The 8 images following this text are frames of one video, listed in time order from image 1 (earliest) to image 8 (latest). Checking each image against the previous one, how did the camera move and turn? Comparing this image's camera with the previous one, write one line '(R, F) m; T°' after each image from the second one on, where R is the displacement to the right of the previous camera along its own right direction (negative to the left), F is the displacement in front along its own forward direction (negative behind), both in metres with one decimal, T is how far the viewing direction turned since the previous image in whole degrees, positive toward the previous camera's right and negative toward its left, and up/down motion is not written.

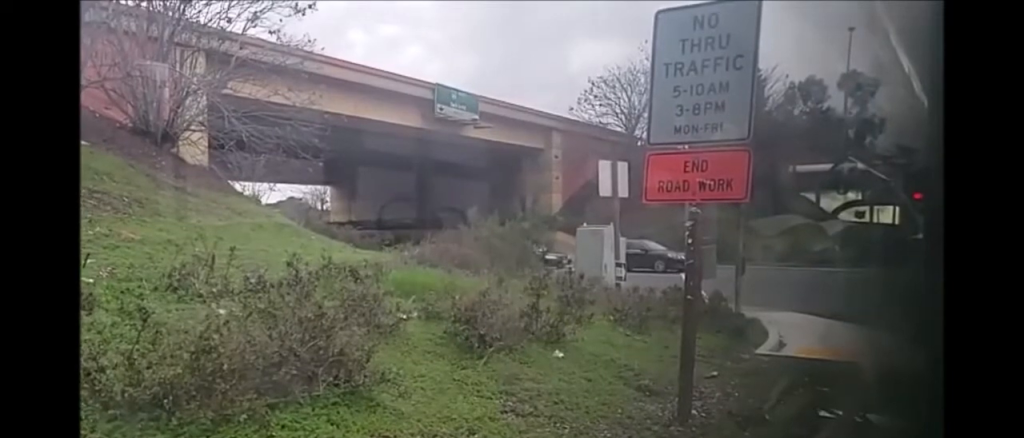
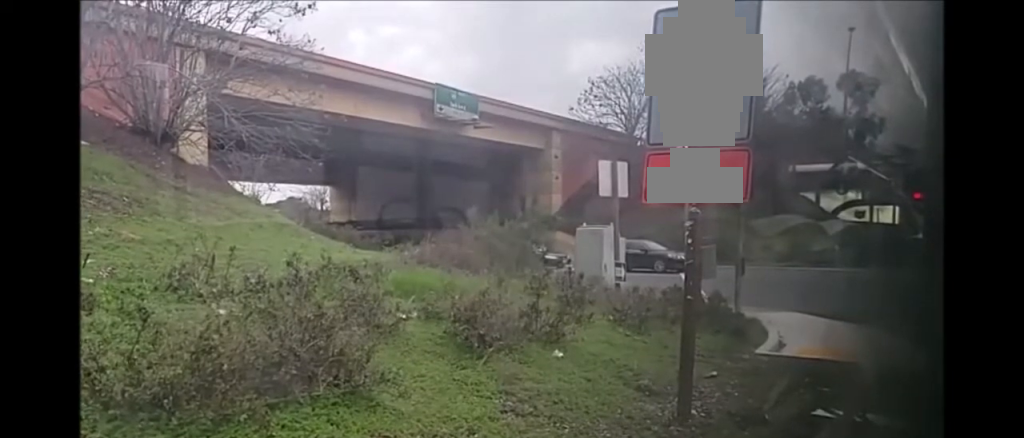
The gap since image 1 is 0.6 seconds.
(0.0, 0.0) m; 0°
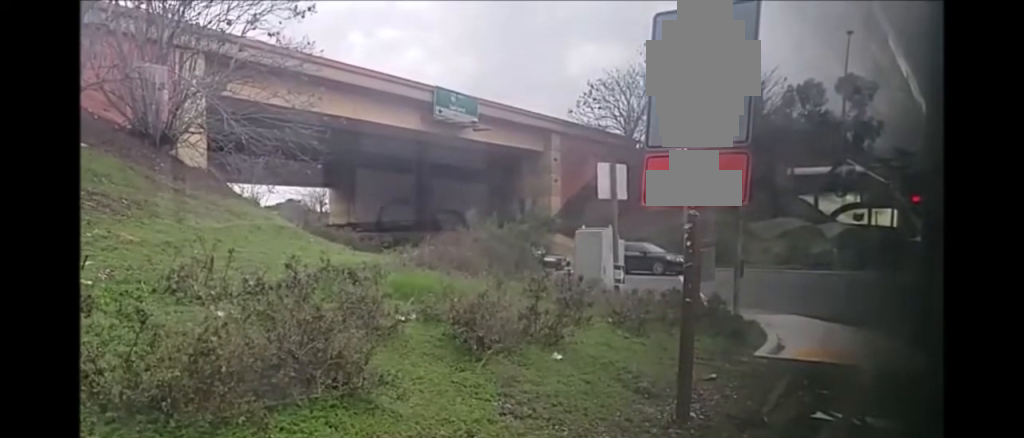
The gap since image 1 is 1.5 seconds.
(0.0, 0.0) m; 0°
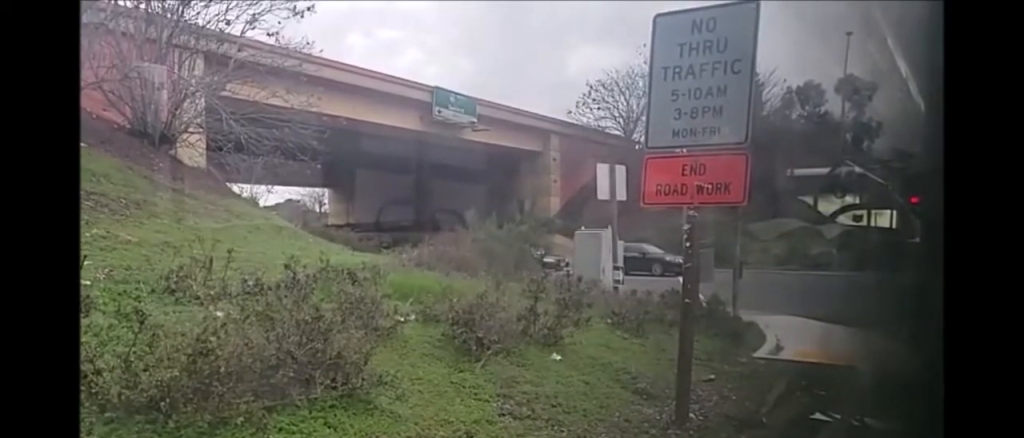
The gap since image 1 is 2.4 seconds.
(0.0, 0.0) m; 0°
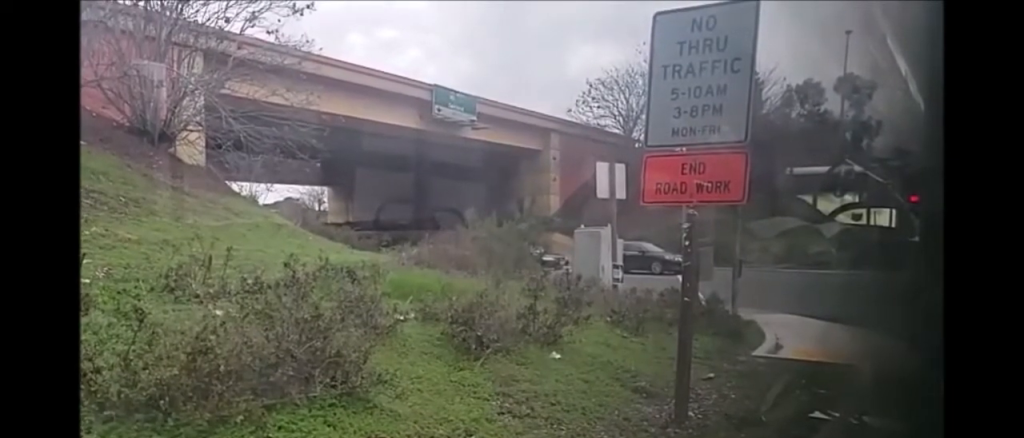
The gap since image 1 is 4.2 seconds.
(0.0, 0.0) m; 0°
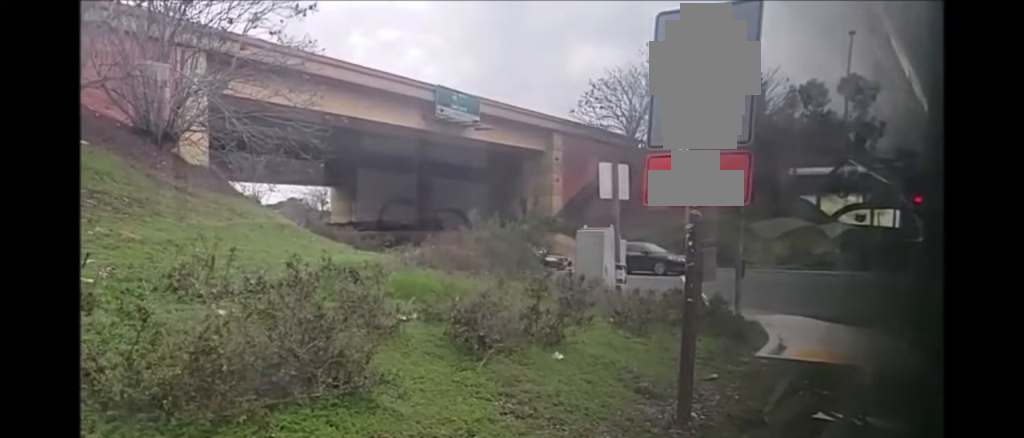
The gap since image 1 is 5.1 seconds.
(0.0, 0.0) m; 0°
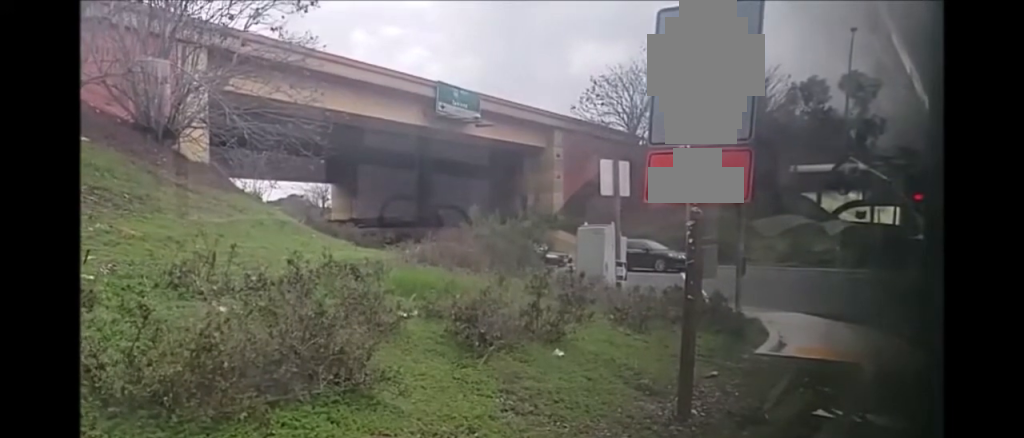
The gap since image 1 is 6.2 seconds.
(0.0, 0.0) m; 0°
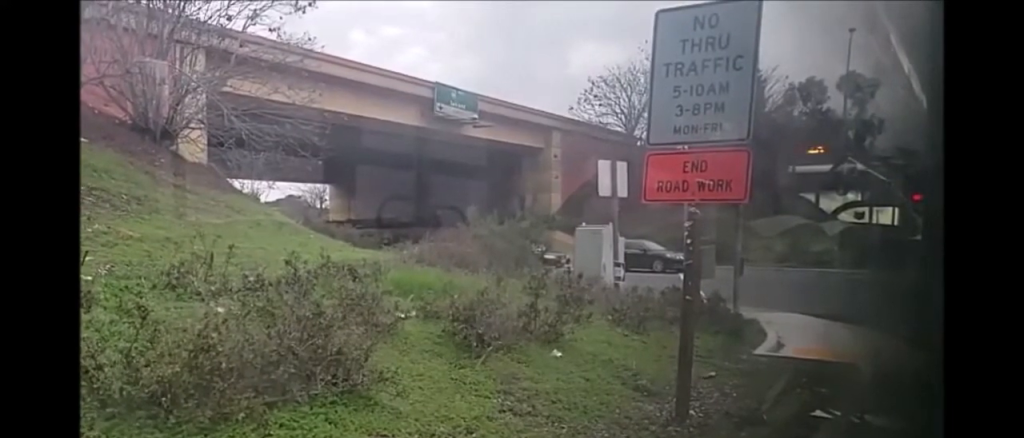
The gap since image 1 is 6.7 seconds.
(0.0, 0.0) m; 0°
